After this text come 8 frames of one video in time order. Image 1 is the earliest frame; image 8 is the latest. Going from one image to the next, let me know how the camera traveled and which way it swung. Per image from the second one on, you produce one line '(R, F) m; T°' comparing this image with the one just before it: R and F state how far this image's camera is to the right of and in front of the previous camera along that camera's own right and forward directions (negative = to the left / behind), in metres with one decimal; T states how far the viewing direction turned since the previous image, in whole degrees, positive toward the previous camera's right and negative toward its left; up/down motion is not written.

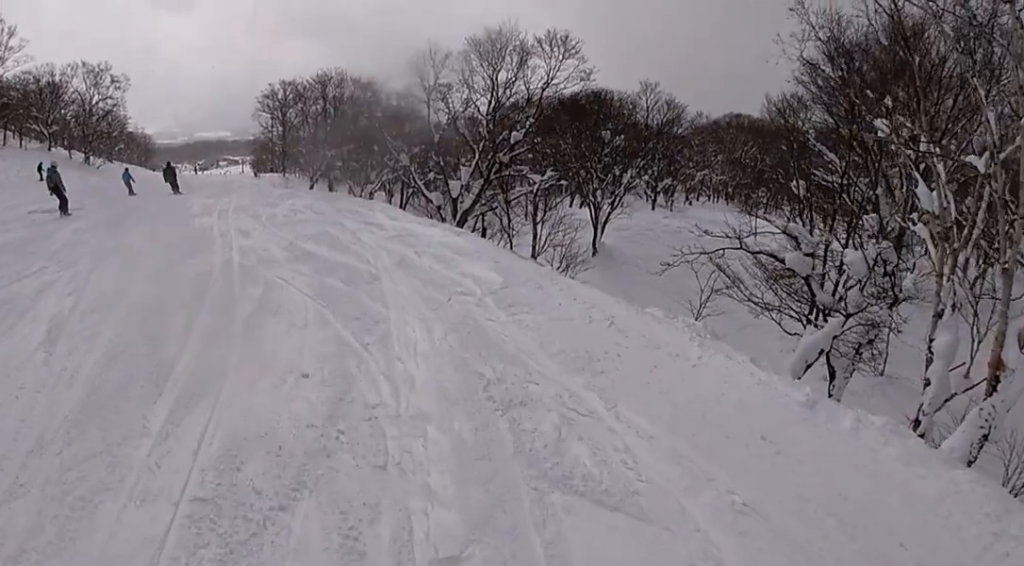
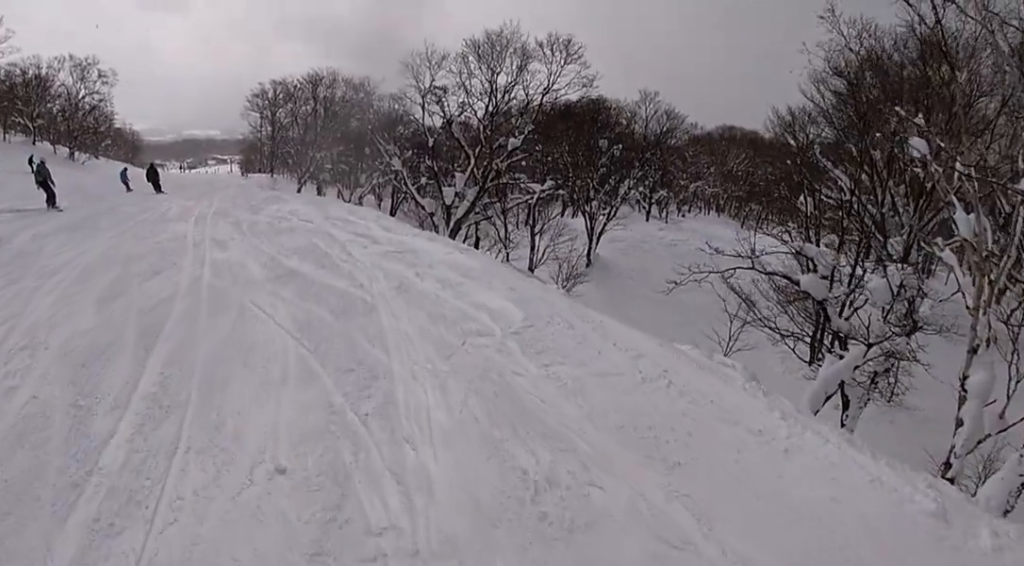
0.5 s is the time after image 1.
(0.0, +1.2) m; -1°
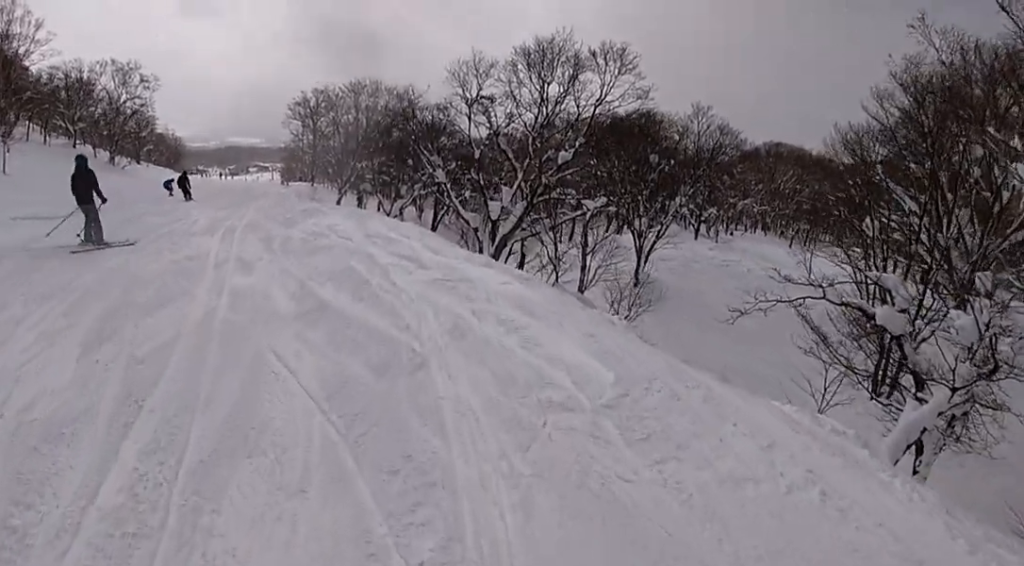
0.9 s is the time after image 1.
(0.0, +1.3) m; -2°
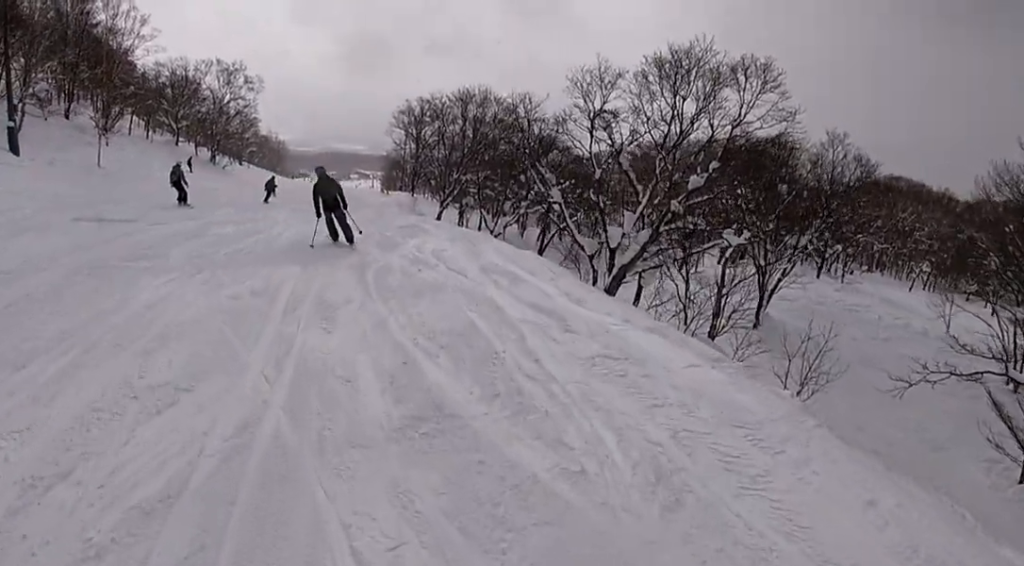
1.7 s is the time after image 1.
(-0.1, +2.4) m; -3°
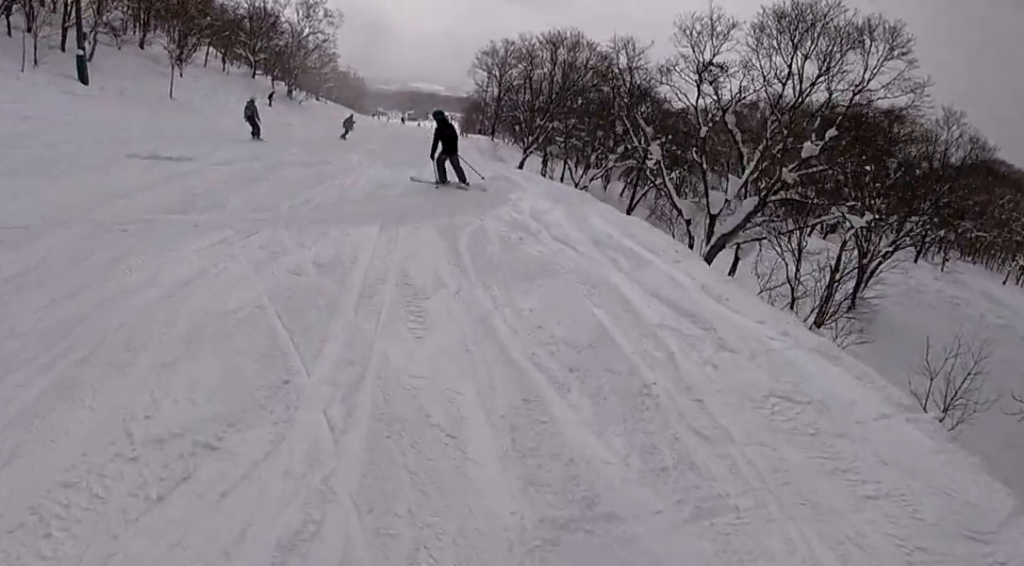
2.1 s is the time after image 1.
(-0.1, +1.4) m; -1°
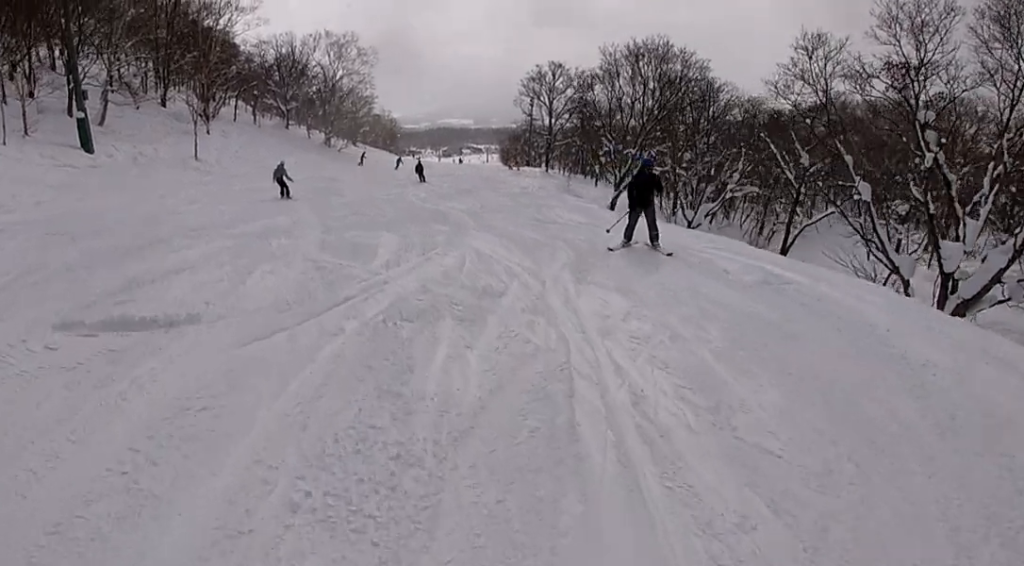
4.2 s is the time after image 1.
(0.0, +7.9) m; +1°
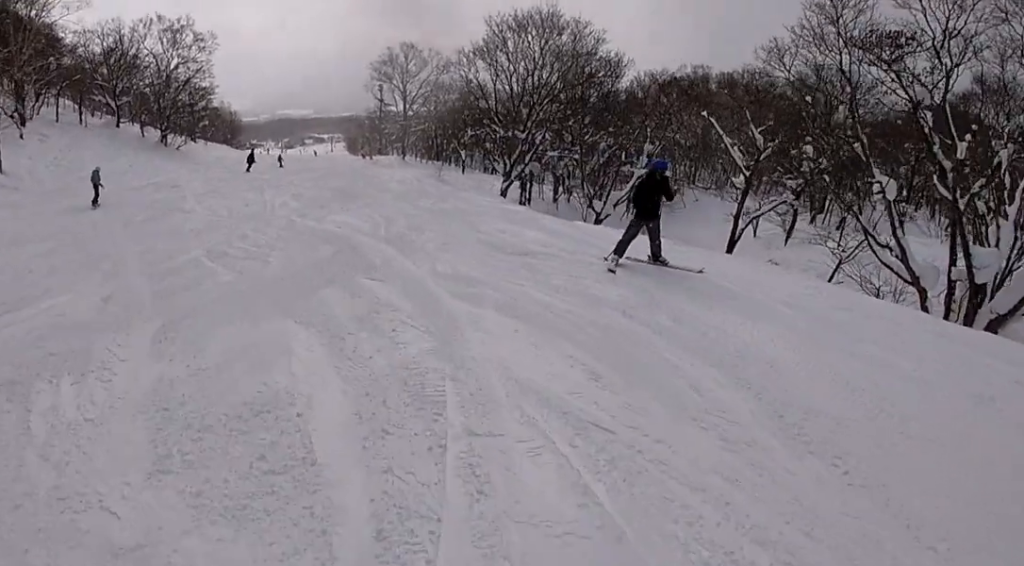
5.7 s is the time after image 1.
(+0.1, +6.6) m; +1°
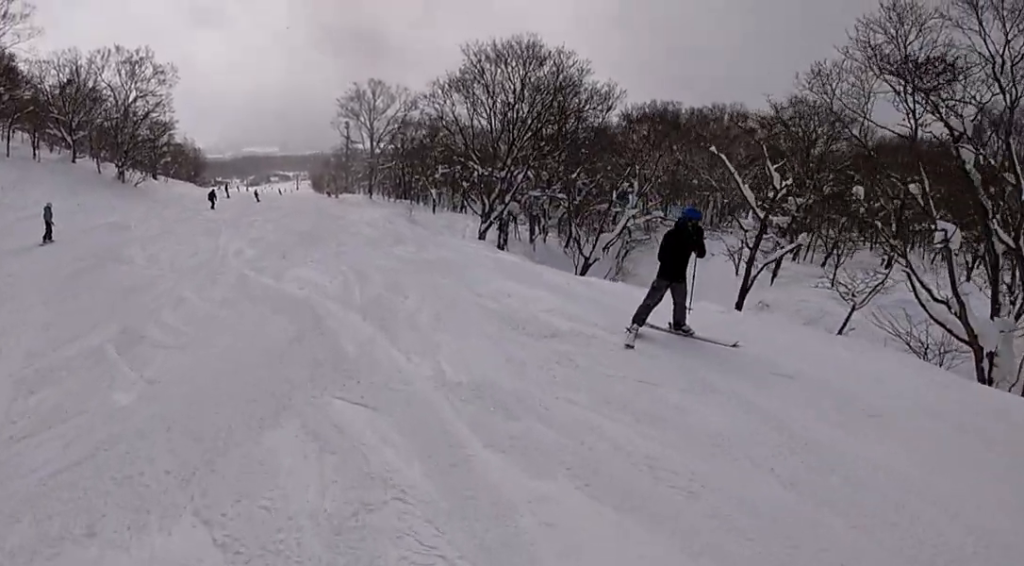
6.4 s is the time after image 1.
(0.0, +3.3) m; 0°
